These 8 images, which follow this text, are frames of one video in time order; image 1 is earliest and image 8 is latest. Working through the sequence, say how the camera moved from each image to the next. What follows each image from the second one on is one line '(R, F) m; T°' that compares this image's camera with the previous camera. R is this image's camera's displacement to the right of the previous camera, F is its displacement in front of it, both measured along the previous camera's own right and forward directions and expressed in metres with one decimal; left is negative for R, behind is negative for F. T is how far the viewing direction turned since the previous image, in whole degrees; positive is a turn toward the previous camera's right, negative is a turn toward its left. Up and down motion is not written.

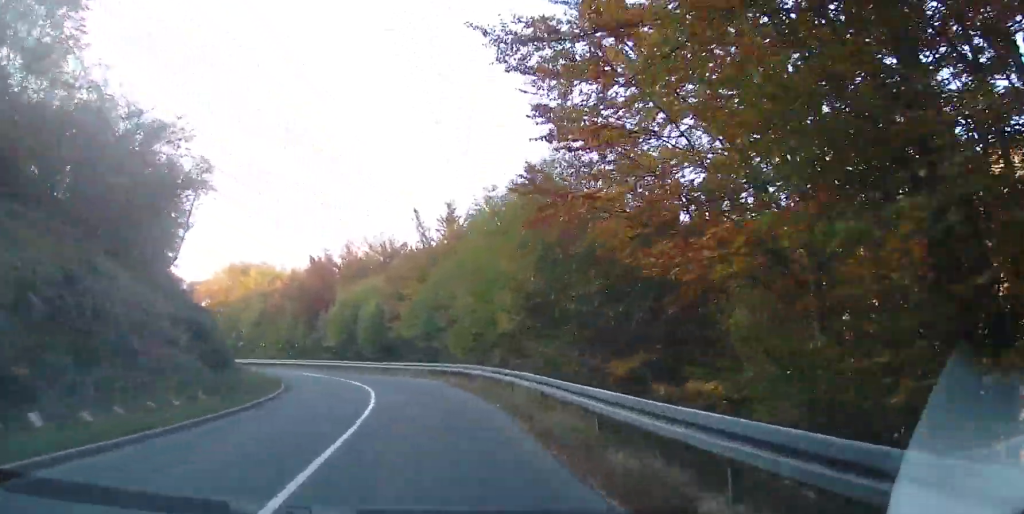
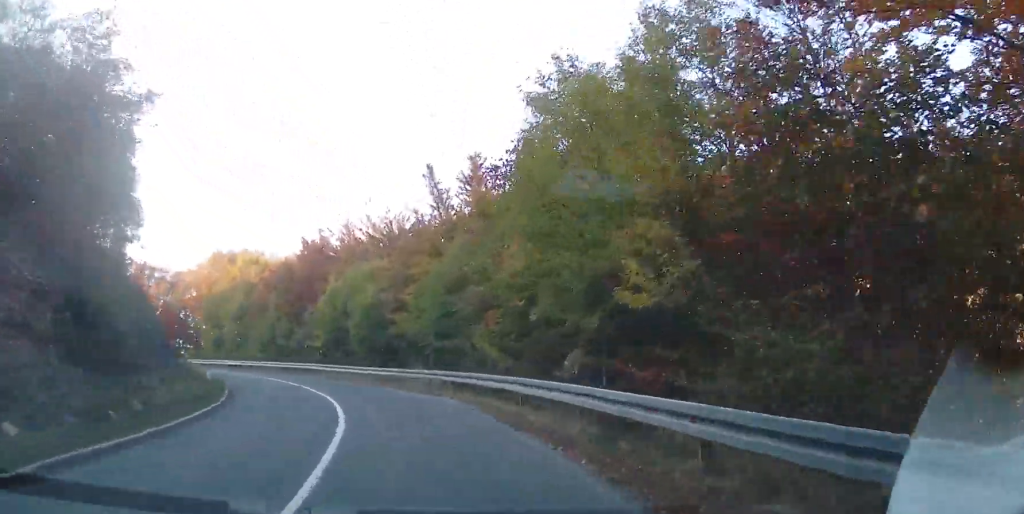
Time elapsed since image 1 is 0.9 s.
(+0.1, +11.0) m; -1°
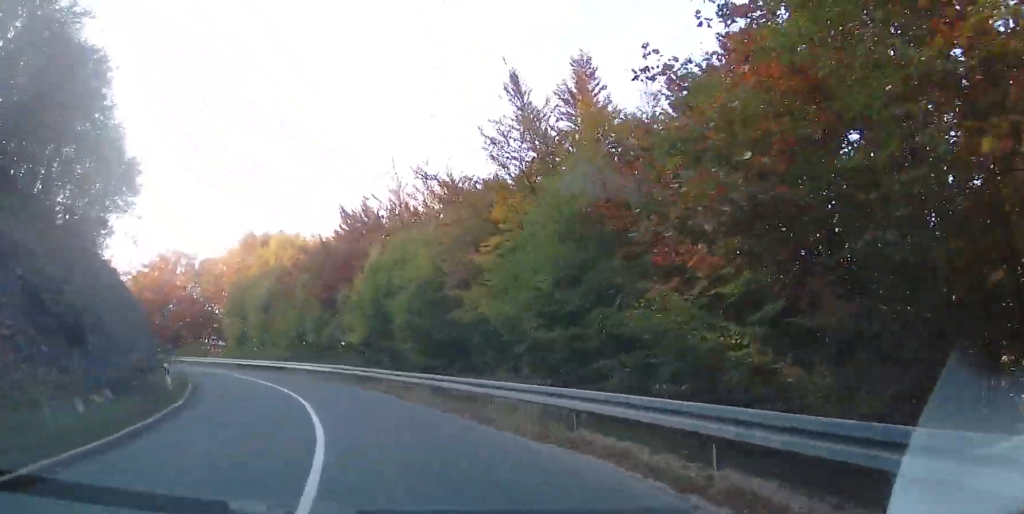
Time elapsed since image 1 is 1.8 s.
(-0.3, +11.7) m; -5°
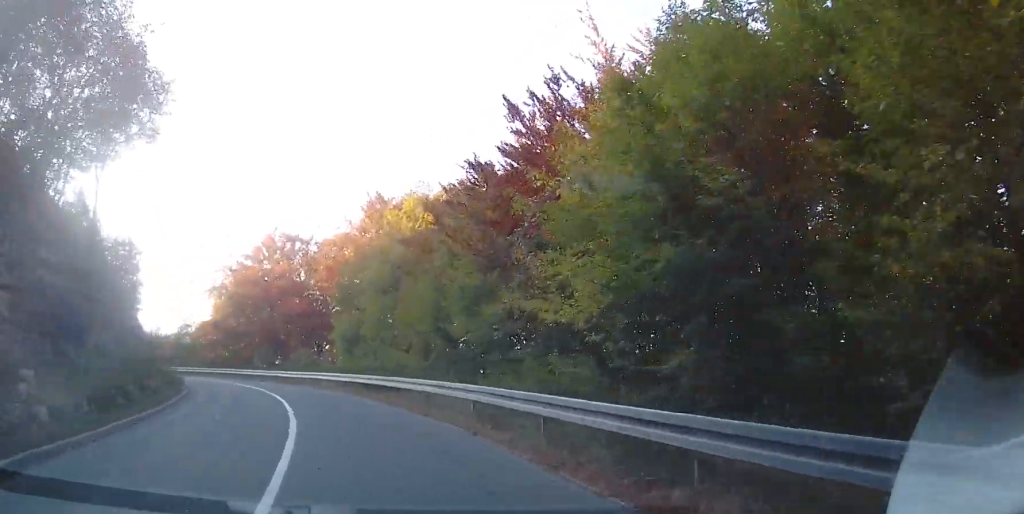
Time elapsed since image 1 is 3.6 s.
(-2.5, +20.5) m; -17°
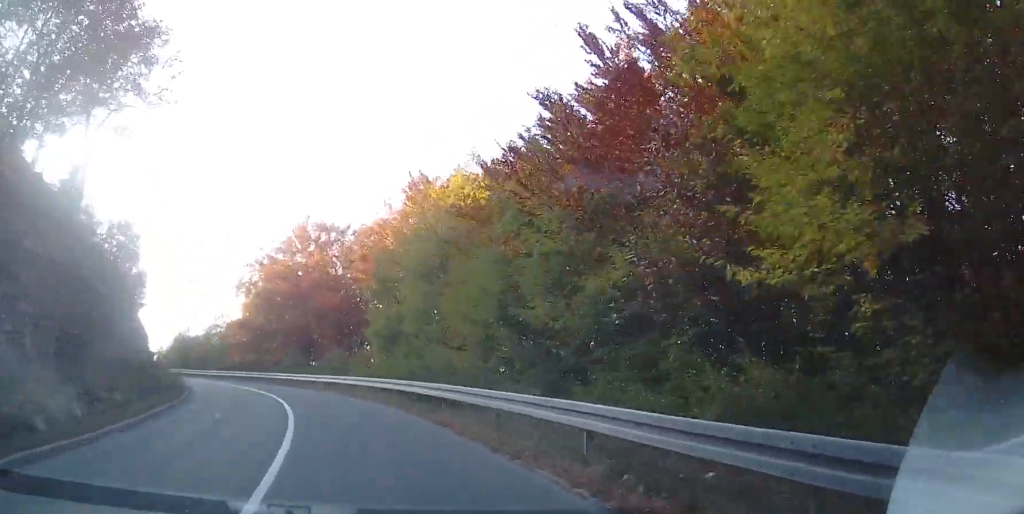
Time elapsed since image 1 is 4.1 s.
(0.0, +5.8) m; -7°
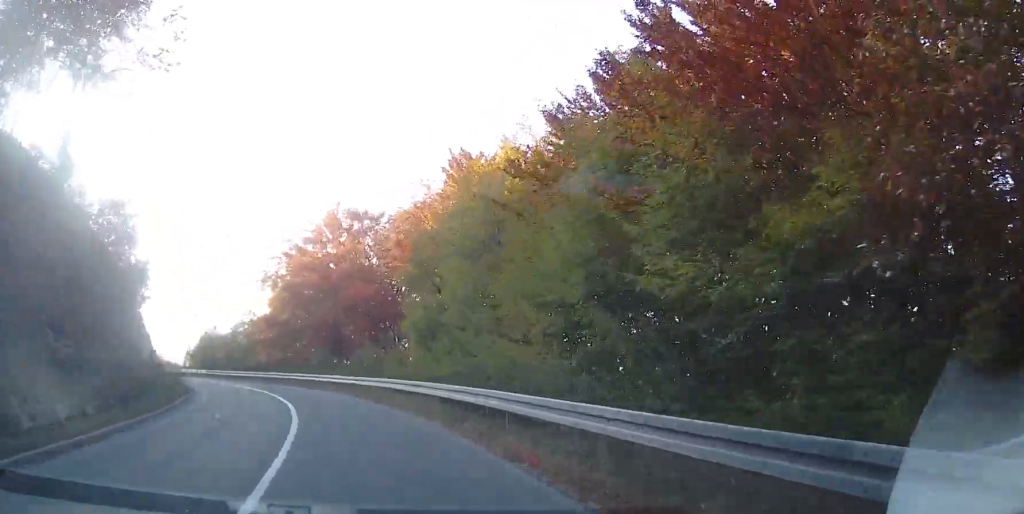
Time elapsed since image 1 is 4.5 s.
(-0.3, +4.5) m; -4°
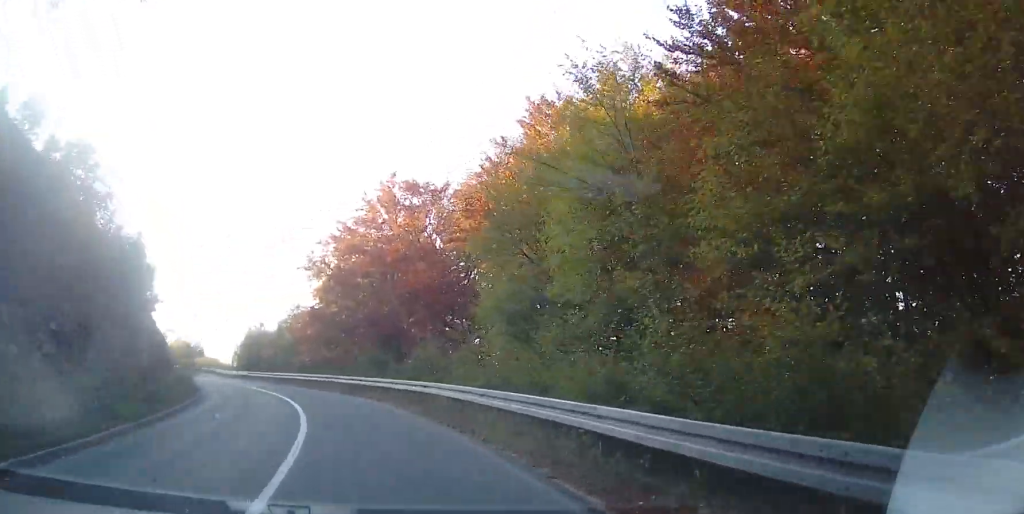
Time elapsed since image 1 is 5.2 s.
(-1.0, +7.2) m; -4°
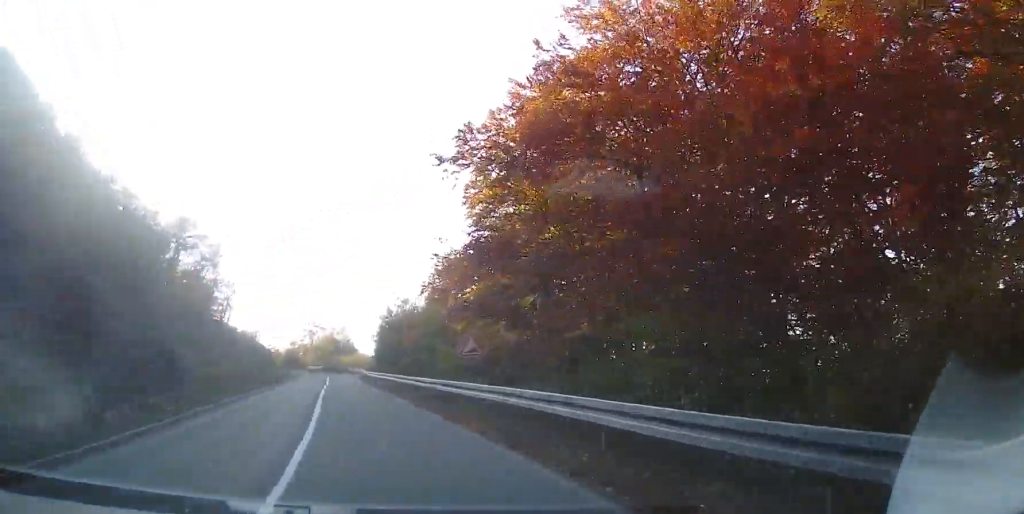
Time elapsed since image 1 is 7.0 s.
(-1.8, +22.3) m; -11°
